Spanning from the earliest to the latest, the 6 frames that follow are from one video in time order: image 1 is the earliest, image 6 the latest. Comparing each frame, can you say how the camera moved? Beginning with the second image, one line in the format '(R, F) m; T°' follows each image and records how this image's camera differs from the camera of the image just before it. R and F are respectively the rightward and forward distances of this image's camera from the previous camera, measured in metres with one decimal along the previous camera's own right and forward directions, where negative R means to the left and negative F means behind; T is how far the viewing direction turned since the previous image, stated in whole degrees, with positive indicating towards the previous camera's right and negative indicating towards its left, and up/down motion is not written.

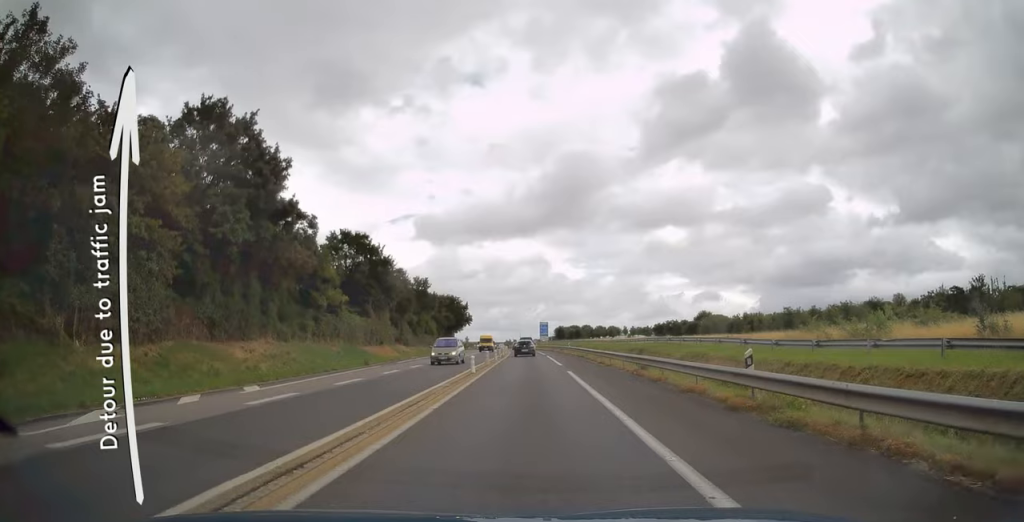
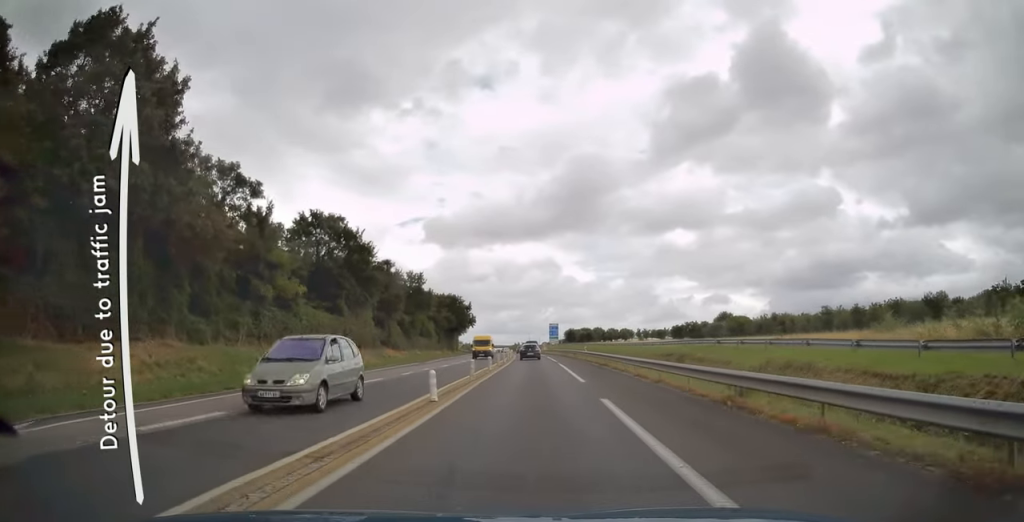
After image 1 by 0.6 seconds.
(+0.2, +10.8) m; -1°
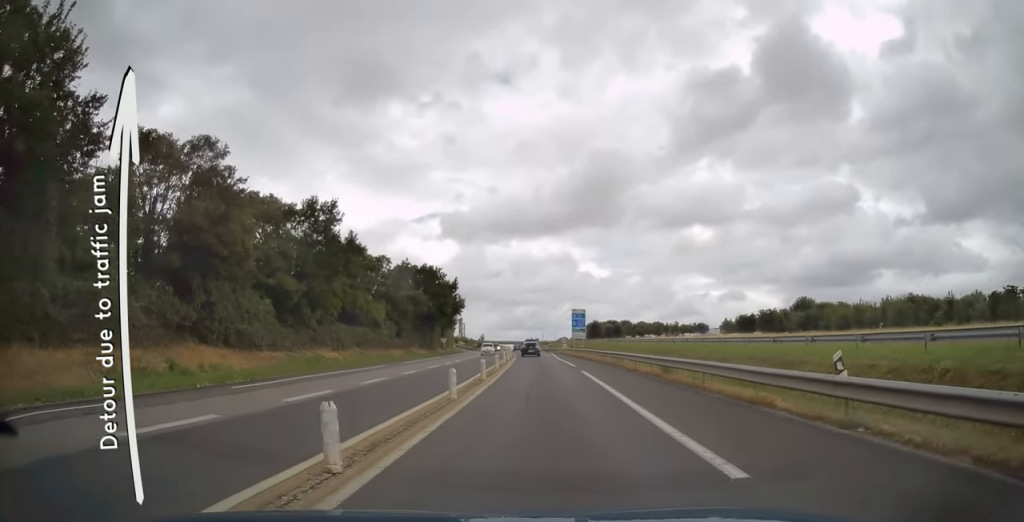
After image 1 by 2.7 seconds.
(-1.0, +40.0) m; -1°
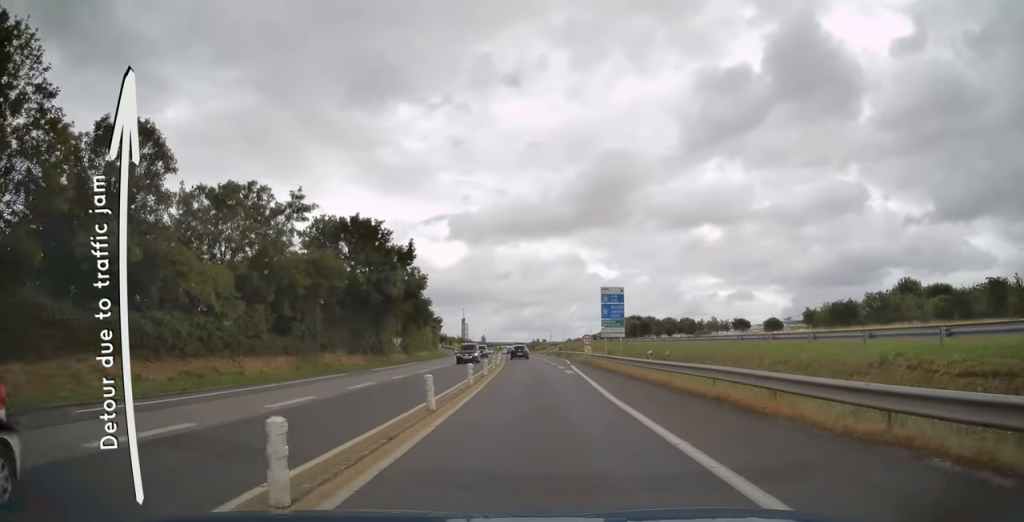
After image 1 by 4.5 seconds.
(-0.5, +33.6) m; -1°
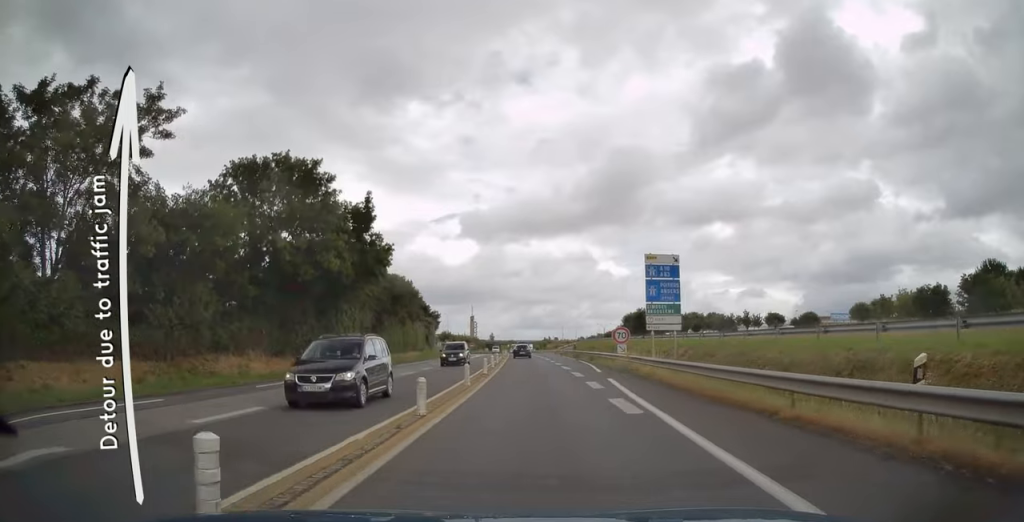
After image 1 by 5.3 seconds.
(-0.1, +16.7) m; -1°
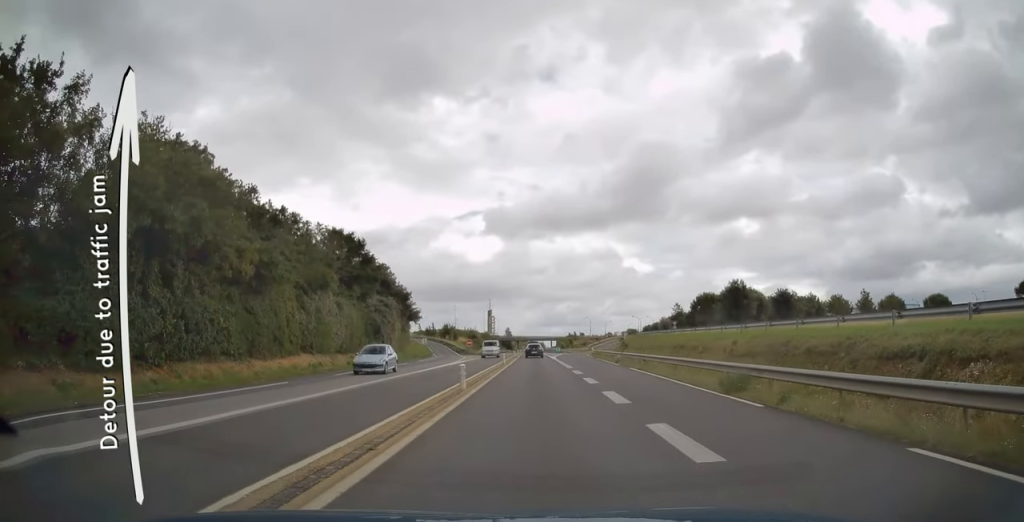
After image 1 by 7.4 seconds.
(-0.8, +43.5) m; -2°
